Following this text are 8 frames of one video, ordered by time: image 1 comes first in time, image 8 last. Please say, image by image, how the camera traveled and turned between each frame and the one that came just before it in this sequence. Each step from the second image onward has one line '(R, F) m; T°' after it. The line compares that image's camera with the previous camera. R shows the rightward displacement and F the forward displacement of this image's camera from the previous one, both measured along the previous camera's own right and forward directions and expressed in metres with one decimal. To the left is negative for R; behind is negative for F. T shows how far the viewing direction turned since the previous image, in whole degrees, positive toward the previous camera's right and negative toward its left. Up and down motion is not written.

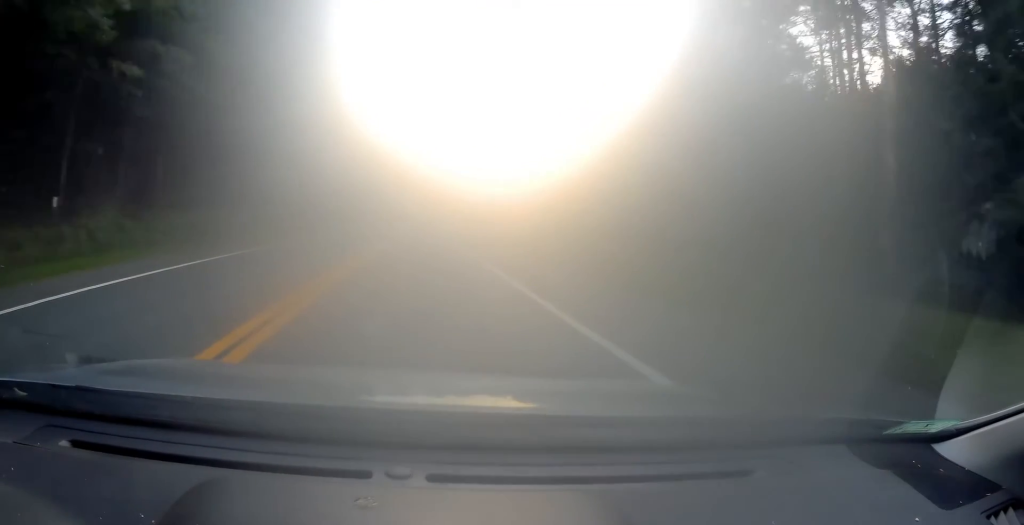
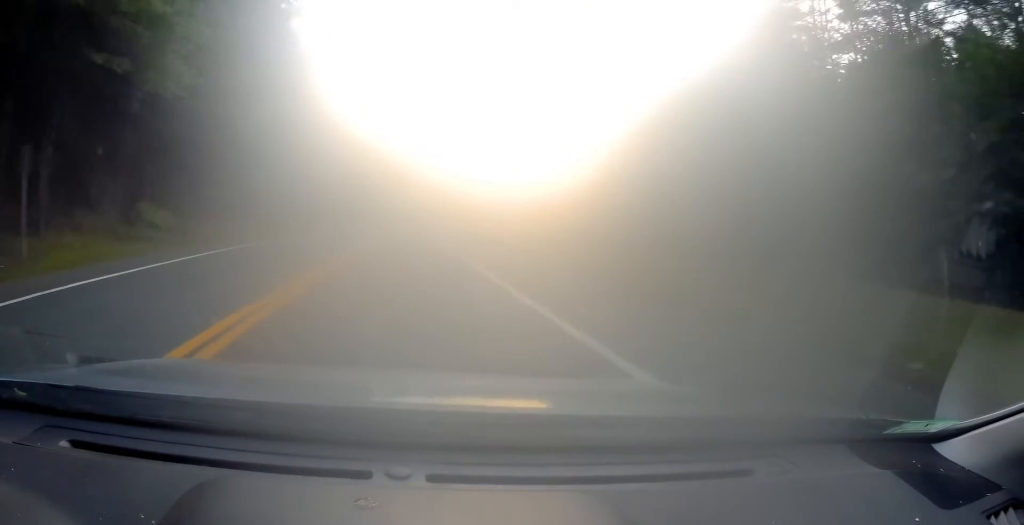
(-0.1, +32.7) m; 0°
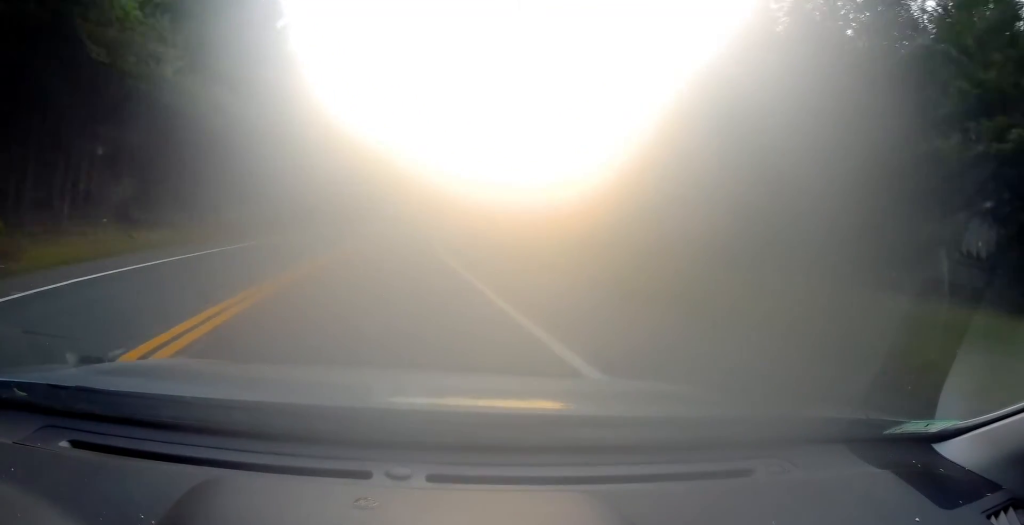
(-0.2, +13.7) m; +1°
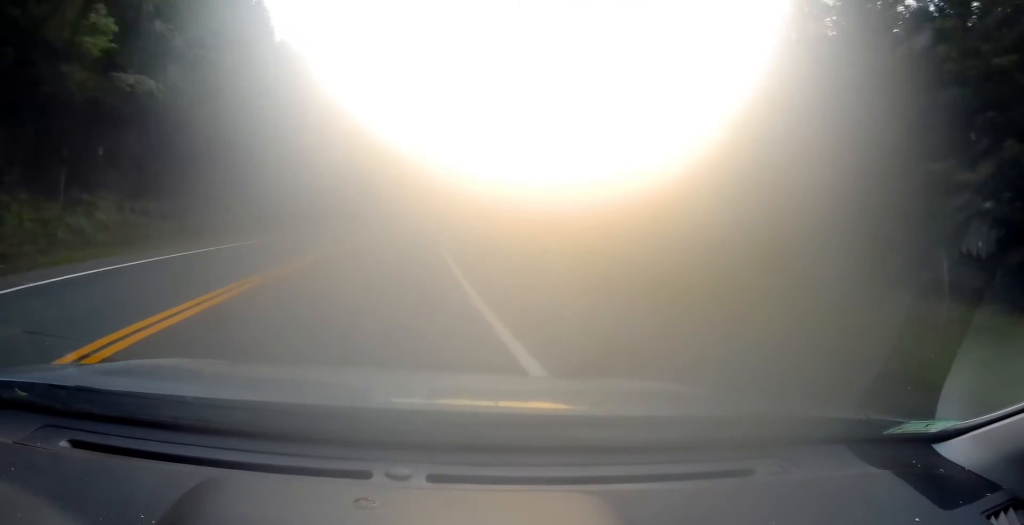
(+0.6, +22.1) m; +3°
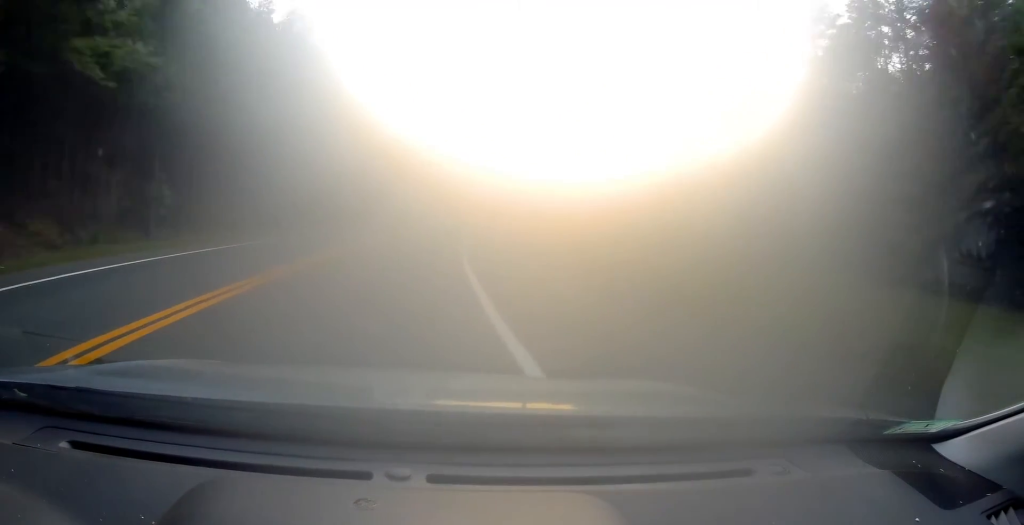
(+0.5, +18.7) m; +3°
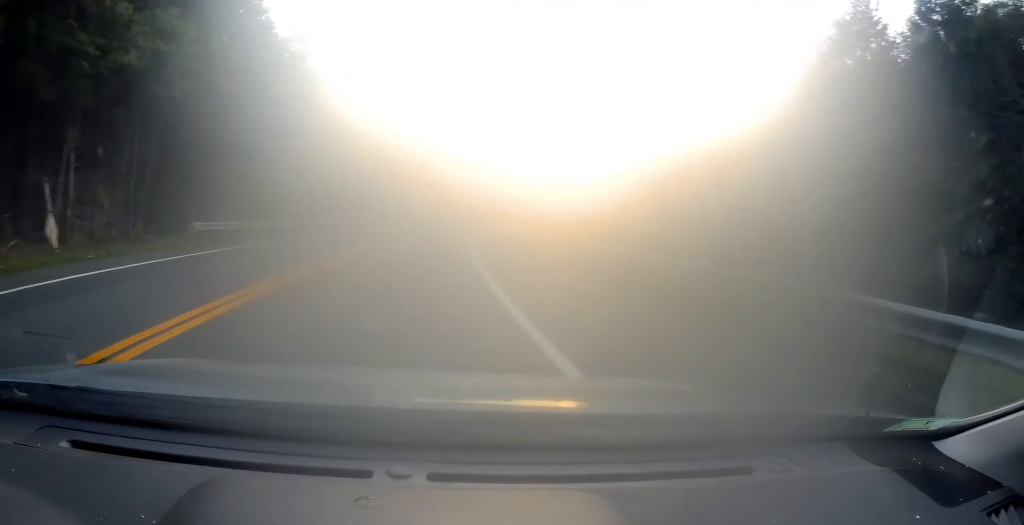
(+1.9, +37.5) m; +6°
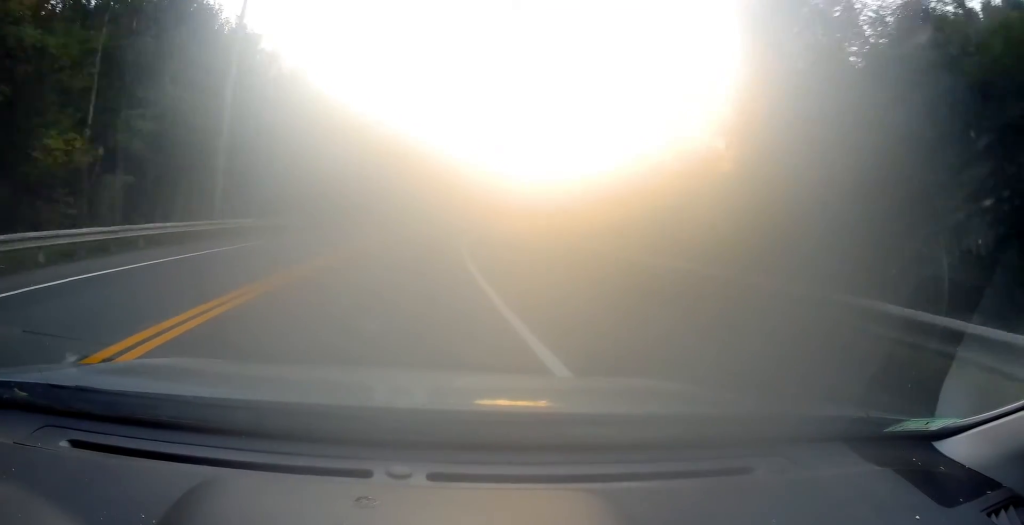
(+1.1, +24.6) m; +6°
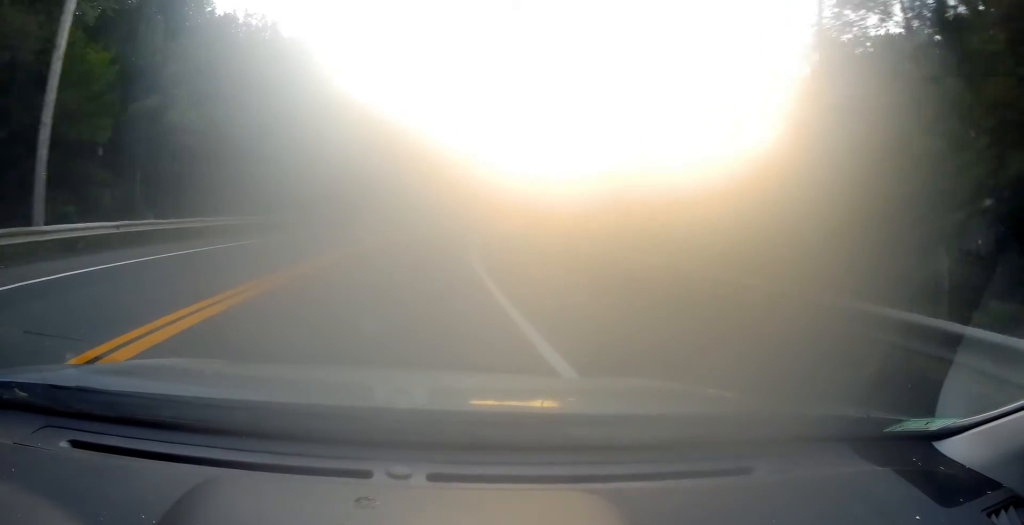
(+0.1, +11.2) m; +3°
